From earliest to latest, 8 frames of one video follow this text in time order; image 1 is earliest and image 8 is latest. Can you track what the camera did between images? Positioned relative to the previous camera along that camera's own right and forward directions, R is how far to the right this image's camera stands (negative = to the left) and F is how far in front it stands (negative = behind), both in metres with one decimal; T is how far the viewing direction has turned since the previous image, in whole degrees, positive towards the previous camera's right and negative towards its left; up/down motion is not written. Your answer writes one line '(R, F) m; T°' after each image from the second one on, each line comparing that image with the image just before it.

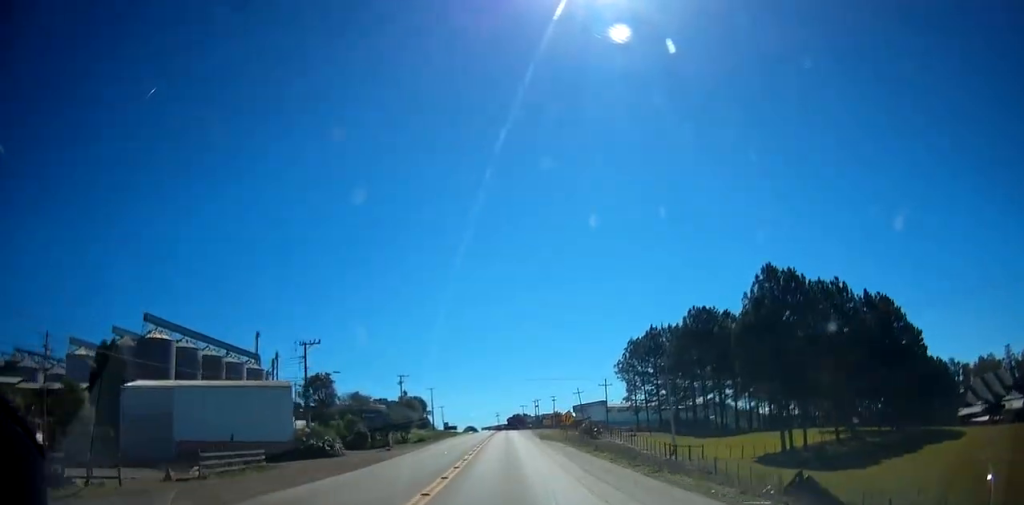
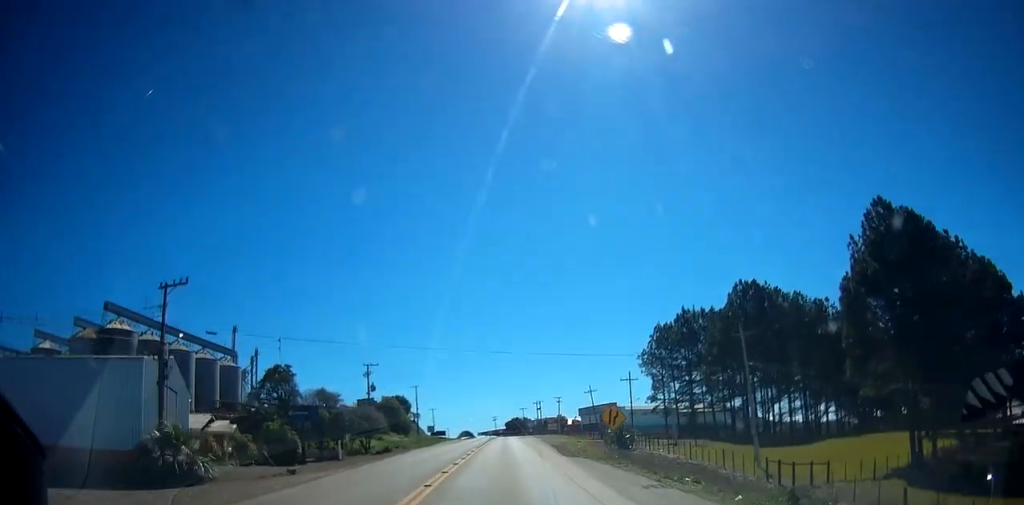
(-0.2, +23.3) m; 0°
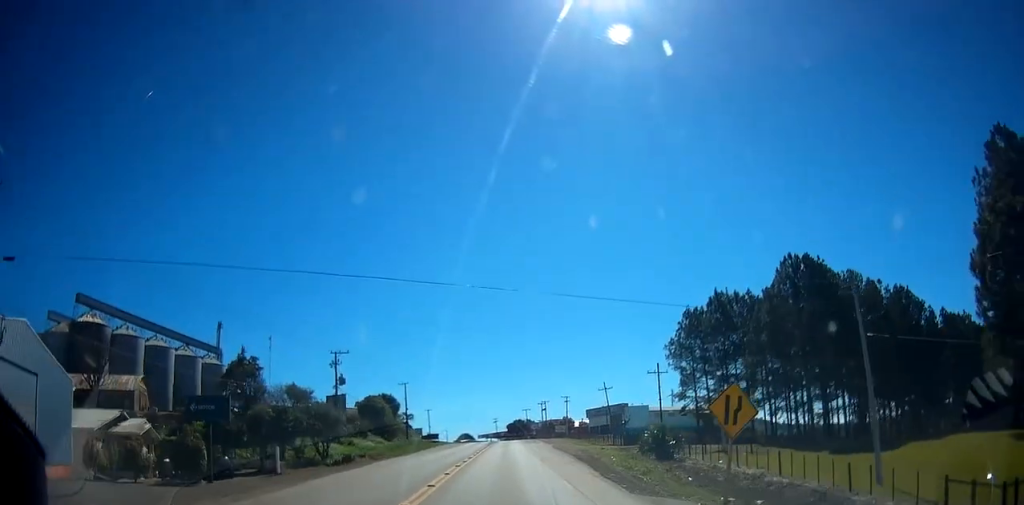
(-0.2, +16.1) m; 0°
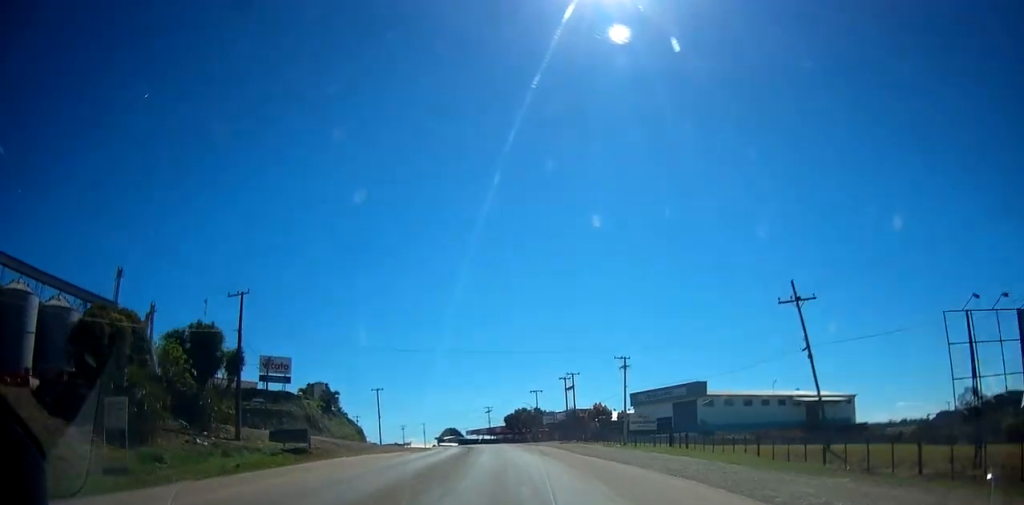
(+1.0, +72.1) m; 0°
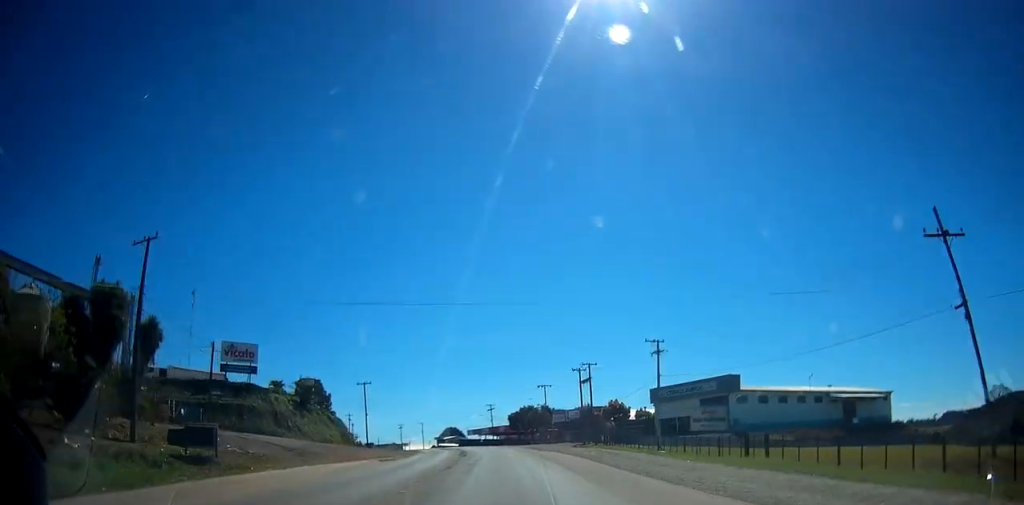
(-0.1, +14.0) m; 0°
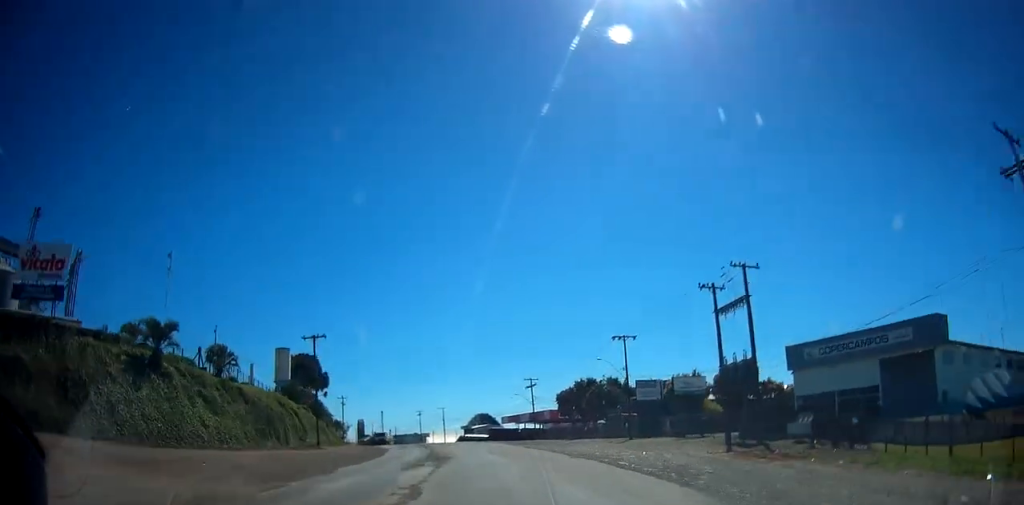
(-0.2, +43.9) m; 0°
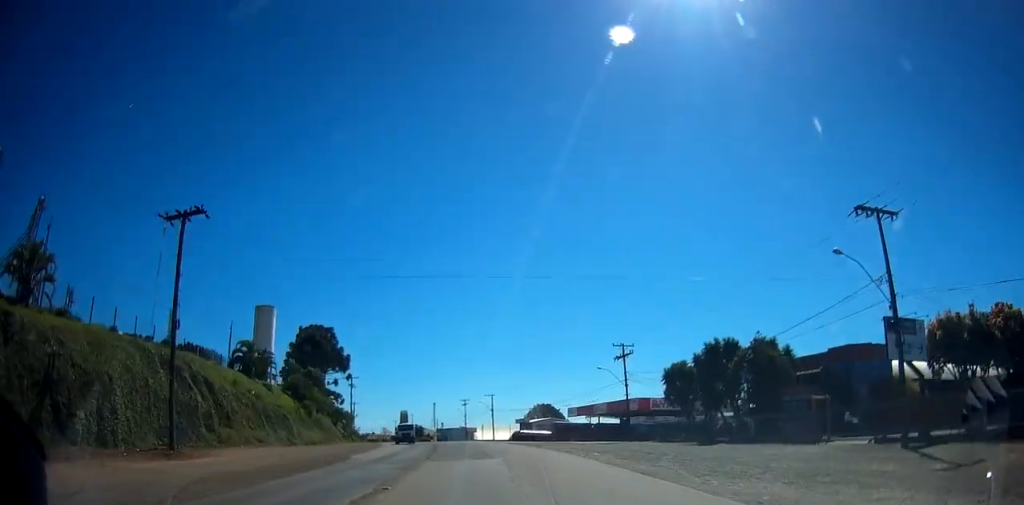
(-0.2, +36.3) m; -2°
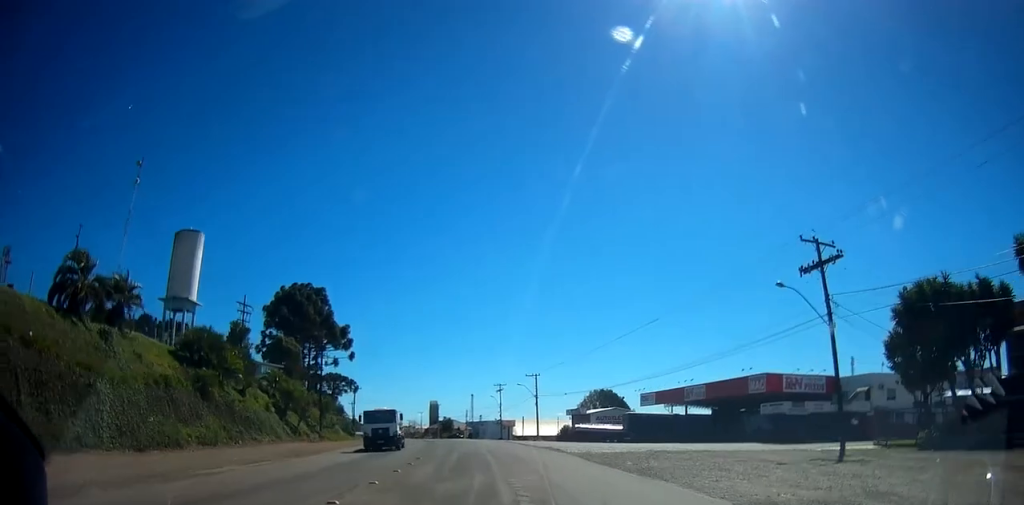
(-1.5, +34.1) m; -5°
